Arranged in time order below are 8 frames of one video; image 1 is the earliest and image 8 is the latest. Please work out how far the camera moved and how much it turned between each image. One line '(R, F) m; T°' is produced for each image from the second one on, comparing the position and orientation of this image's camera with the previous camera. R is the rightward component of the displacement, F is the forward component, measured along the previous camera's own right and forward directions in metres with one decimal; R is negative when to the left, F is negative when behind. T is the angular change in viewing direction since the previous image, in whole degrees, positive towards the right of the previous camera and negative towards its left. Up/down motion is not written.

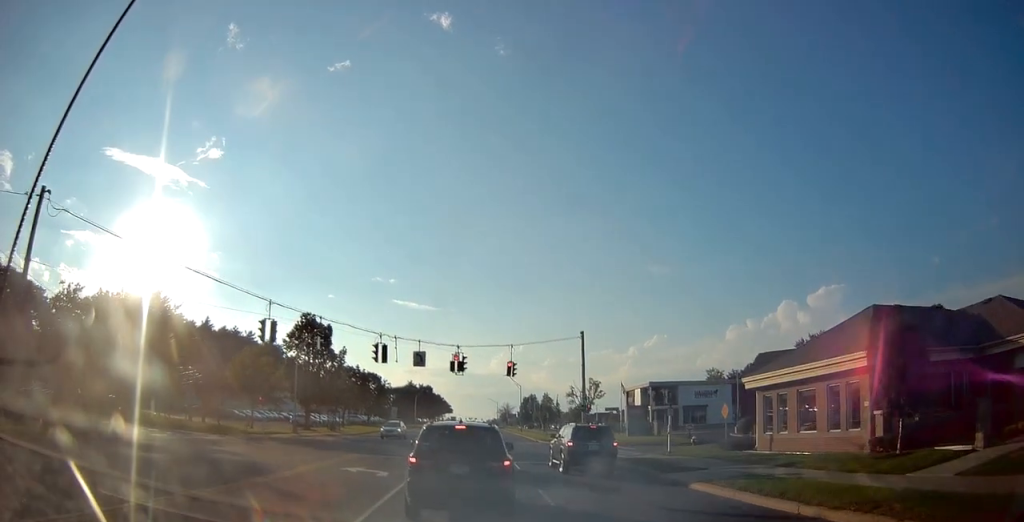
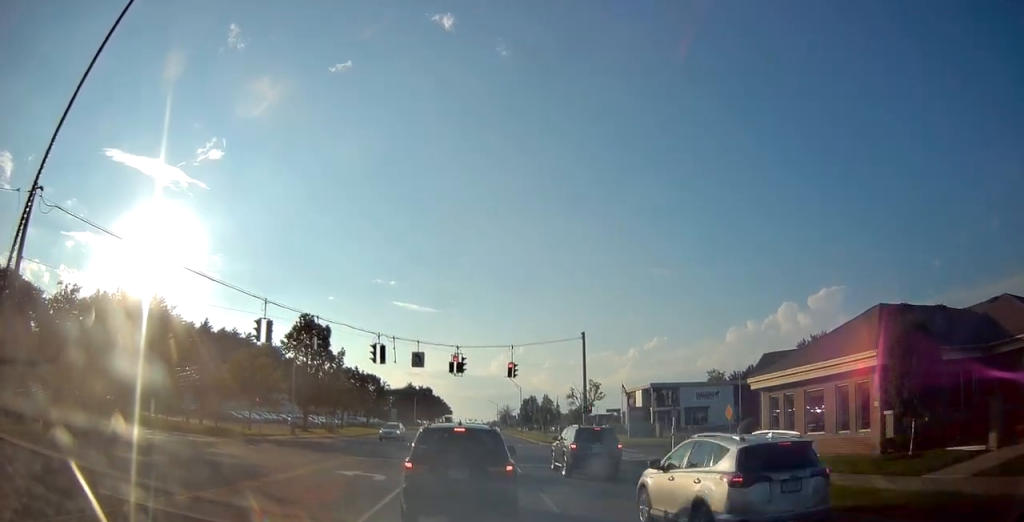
(-0.2, +4.0) m; 0°
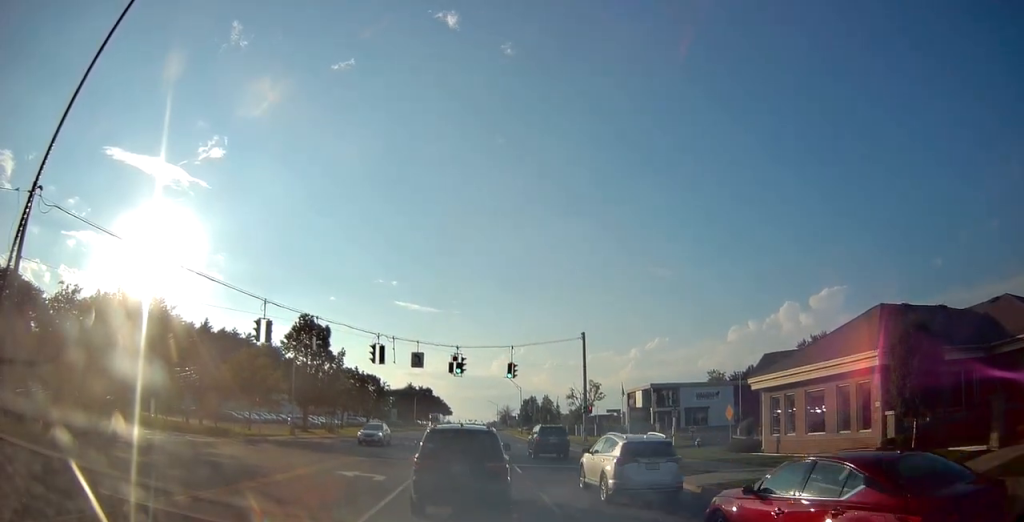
(+0.3, +7.3) m; +2°
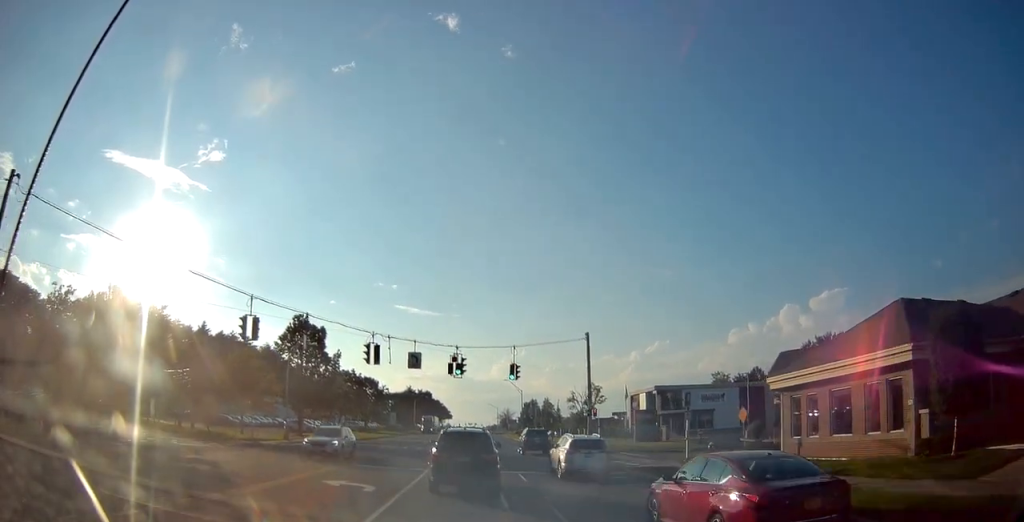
(0.0, +4.3) m; 0°
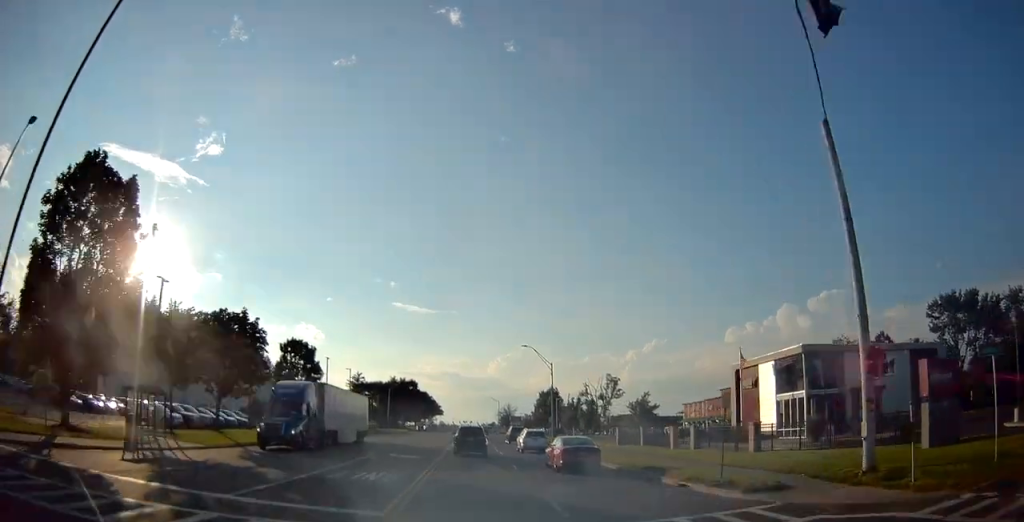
(+0.1, +38.1) m; 0°
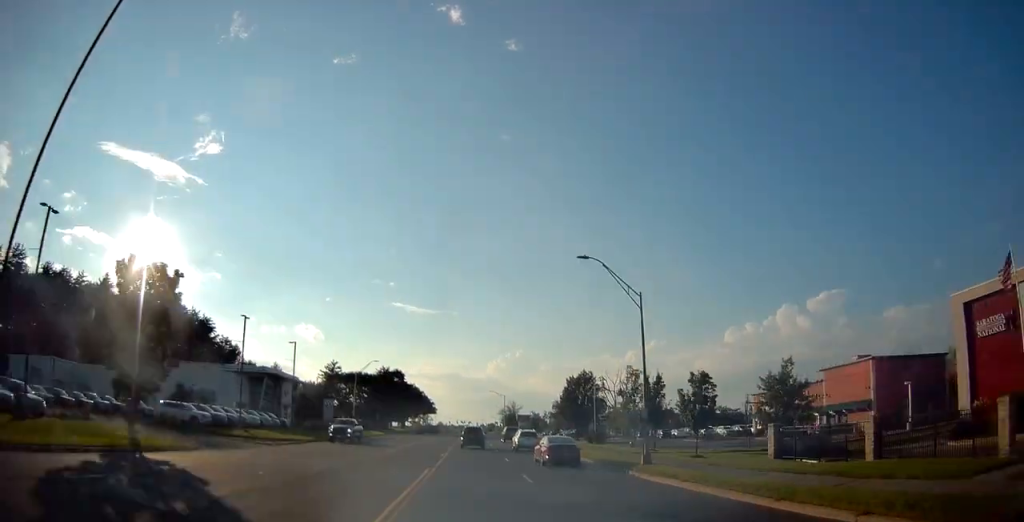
(0.0, +29.9) m; 0°
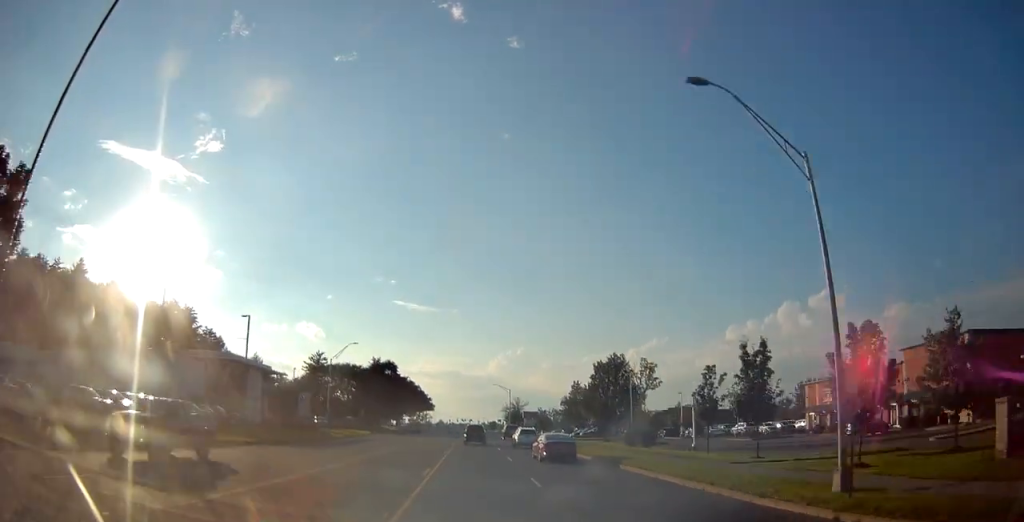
(0.0, +14.2) m; 0°
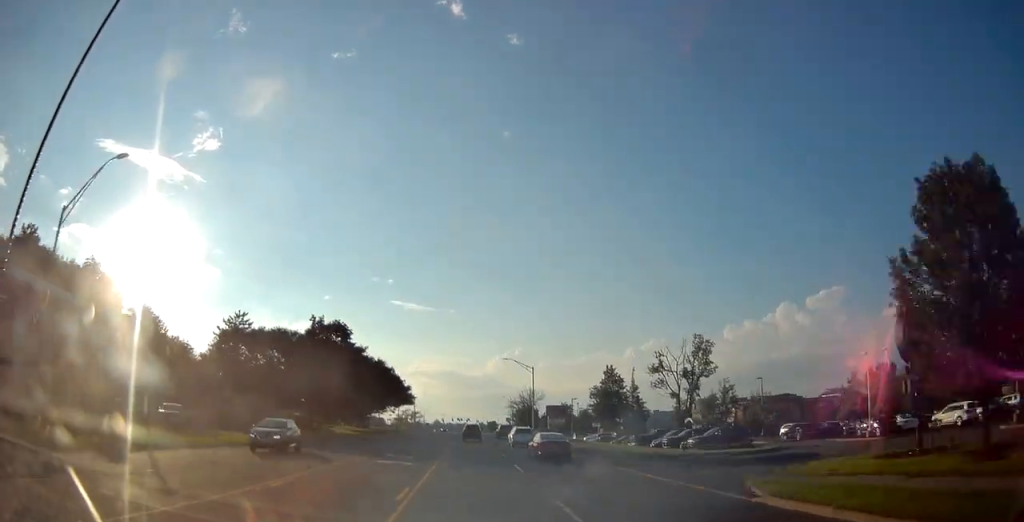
(+0.3, +42.6) m; 0°
